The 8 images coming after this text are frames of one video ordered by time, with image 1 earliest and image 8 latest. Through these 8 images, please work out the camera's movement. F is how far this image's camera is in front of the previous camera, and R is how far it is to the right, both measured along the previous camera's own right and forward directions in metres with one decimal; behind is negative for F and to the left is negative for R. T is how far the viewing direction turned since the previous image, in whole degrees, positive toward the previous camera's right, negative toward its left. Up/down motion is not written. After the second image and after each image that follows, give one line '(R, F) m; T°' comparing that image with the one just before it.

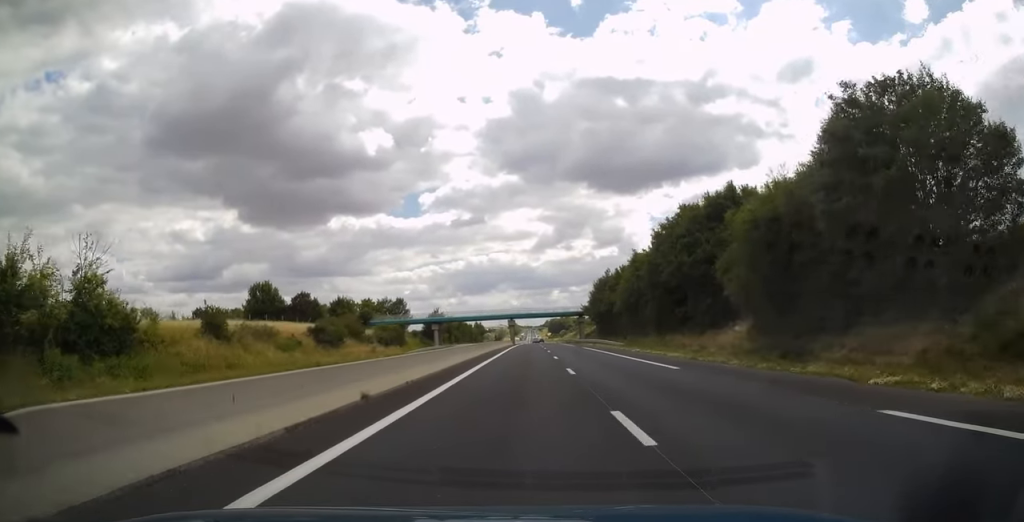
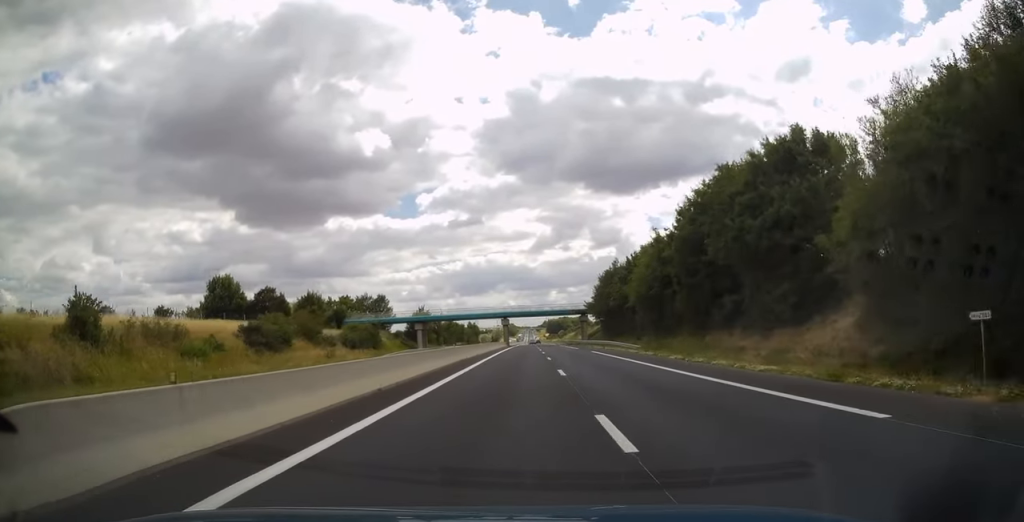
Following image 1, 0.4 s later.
(0.0, +13.4) m; 0°
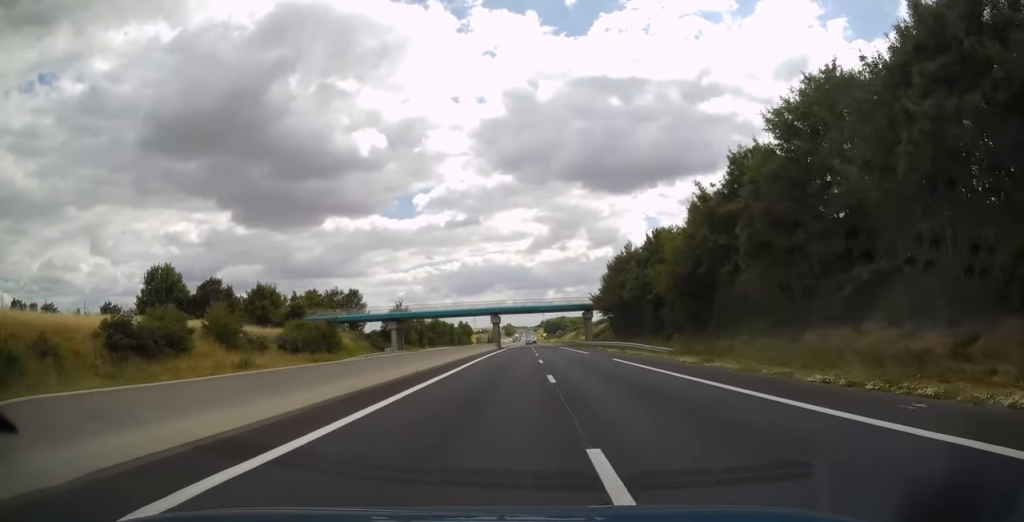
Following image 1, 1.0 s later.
(+0.1, +15.9) m; 0°
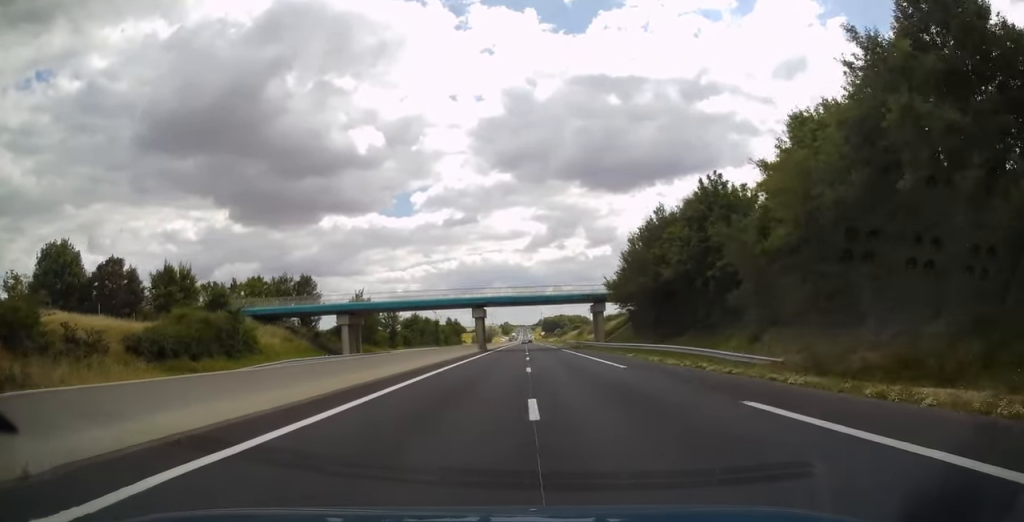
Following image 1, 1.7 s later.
(+0.1, +20.3) m; 0°
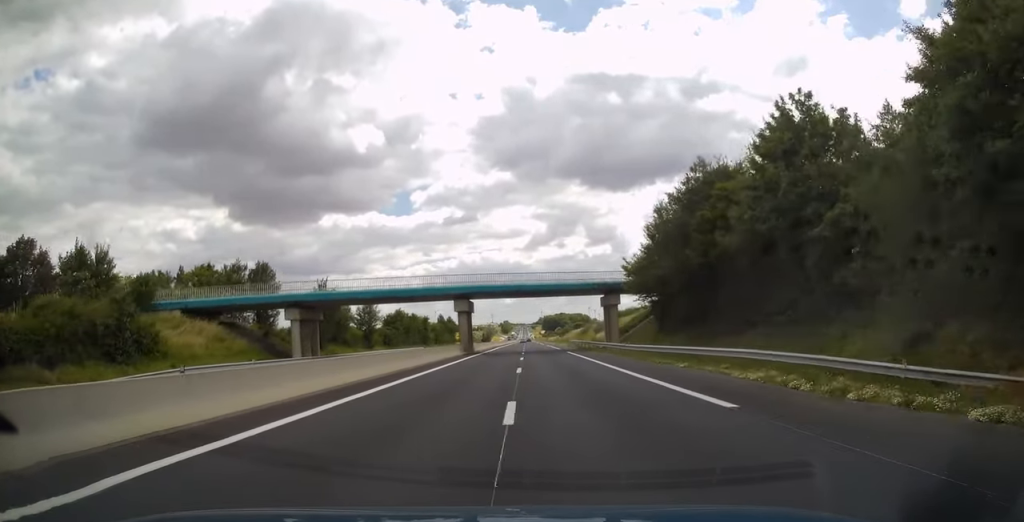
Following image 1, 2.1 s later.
(0.0, +13.4) m; 0°
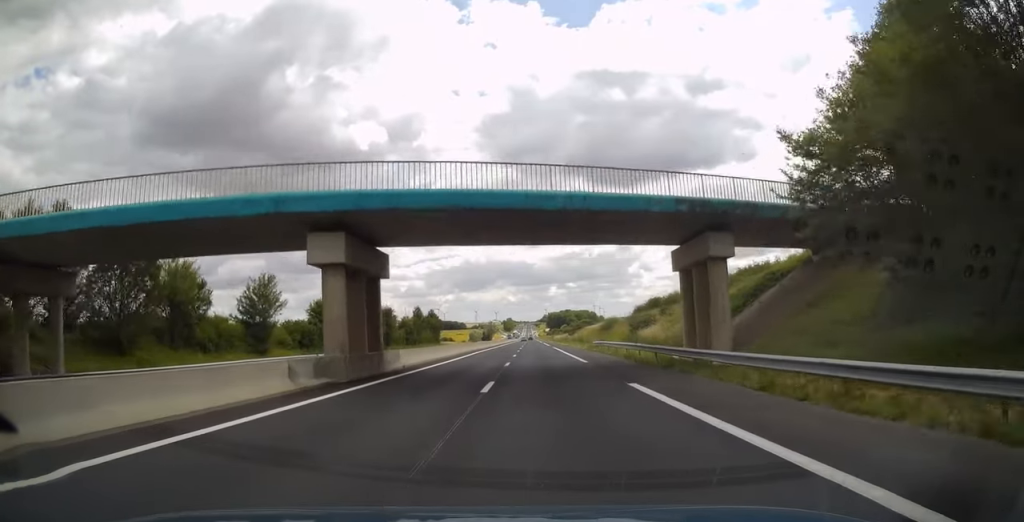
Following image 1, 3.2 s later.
(0.0, +33.7) m; -1°
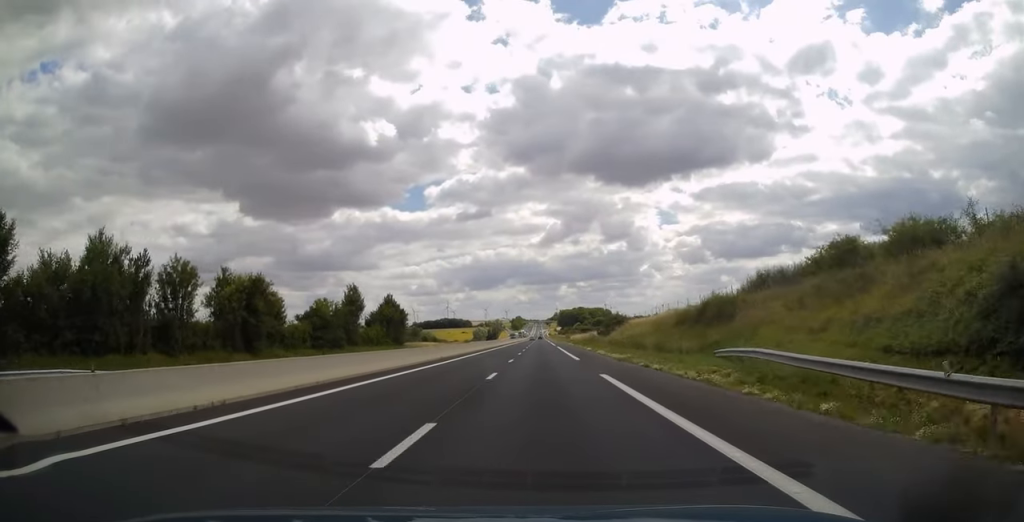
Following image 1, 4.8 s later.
(-0.4, +47.6) m; -1°
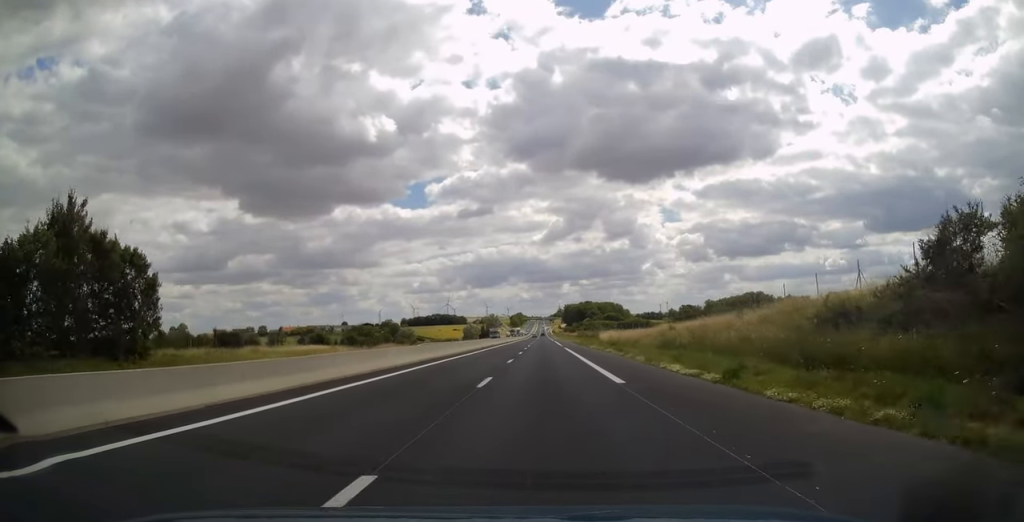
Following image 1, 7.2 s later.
(-0.5, +68.9) m; 0°
